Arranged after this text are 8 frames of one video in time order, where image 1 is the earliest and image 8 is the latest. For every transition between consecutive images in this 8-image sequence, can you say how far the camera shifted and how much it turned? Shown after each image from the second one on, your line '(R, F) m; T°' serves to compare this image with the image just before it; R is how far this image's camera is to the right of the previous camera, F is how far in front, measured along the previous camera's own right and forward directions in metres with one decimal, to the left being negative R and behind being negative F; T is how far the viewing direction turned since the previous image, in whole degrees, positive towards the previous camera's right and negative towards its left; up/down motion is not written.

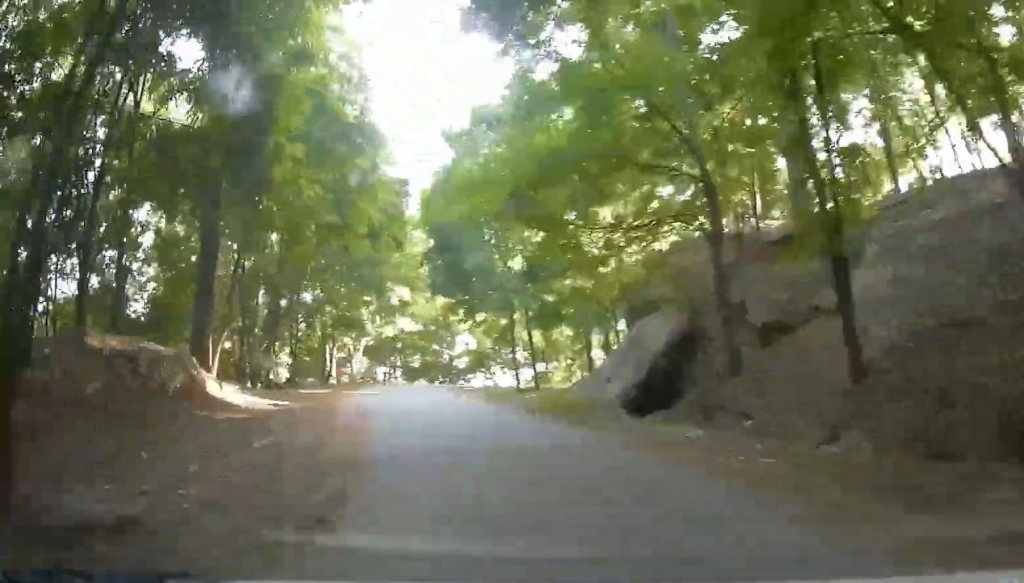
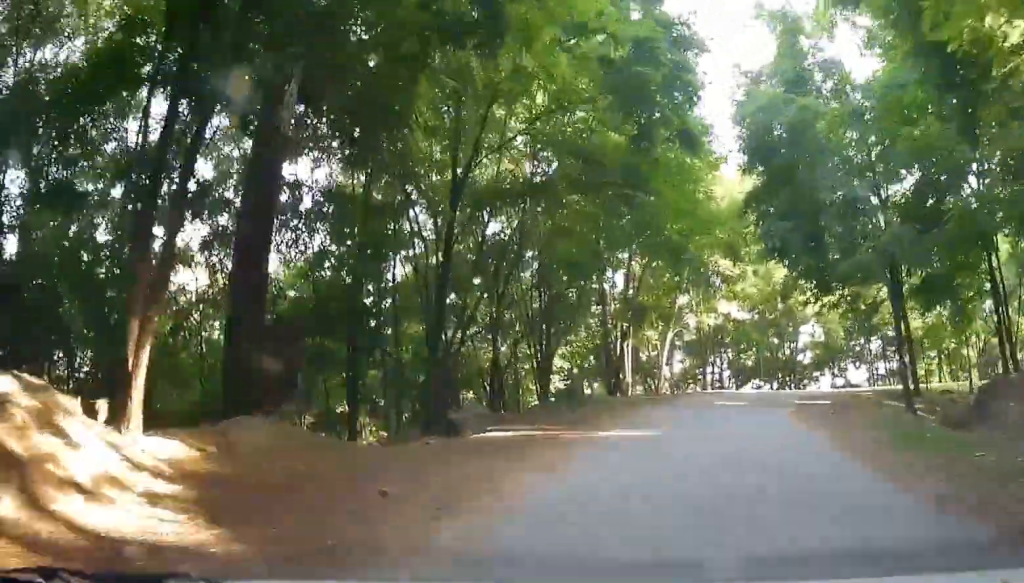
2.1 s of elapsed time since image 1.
(-3.1, +10.0) m; -26°
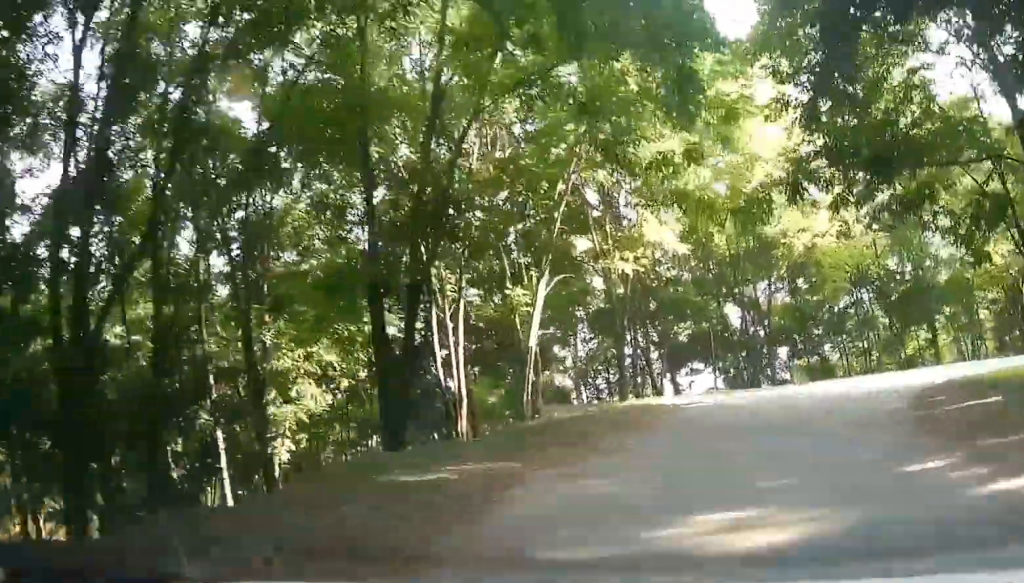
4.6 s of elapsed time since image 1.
(-1.8, +16.5) m; +10°
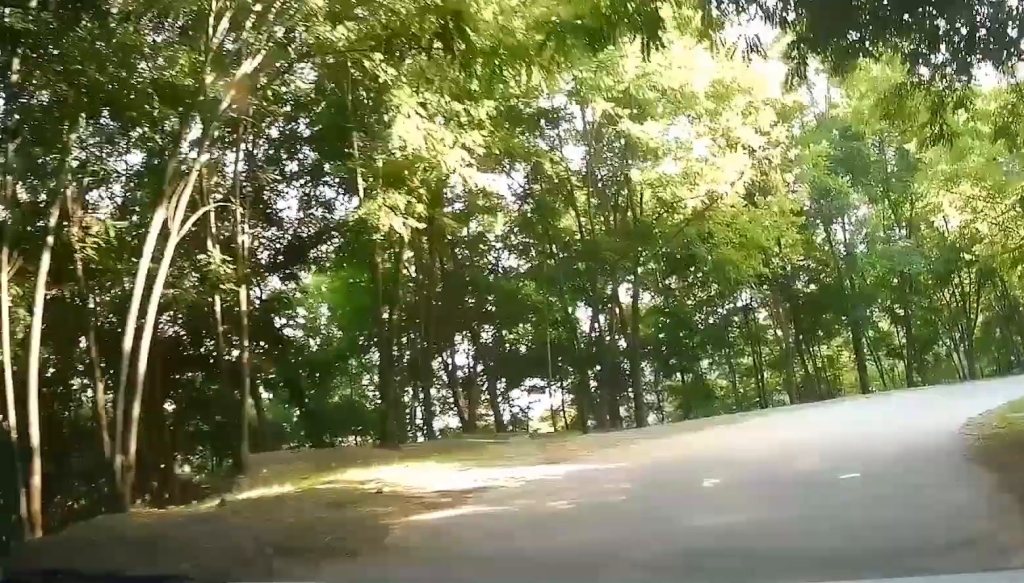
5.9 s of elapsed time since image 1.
(+0.6, +7.7) m; +16°
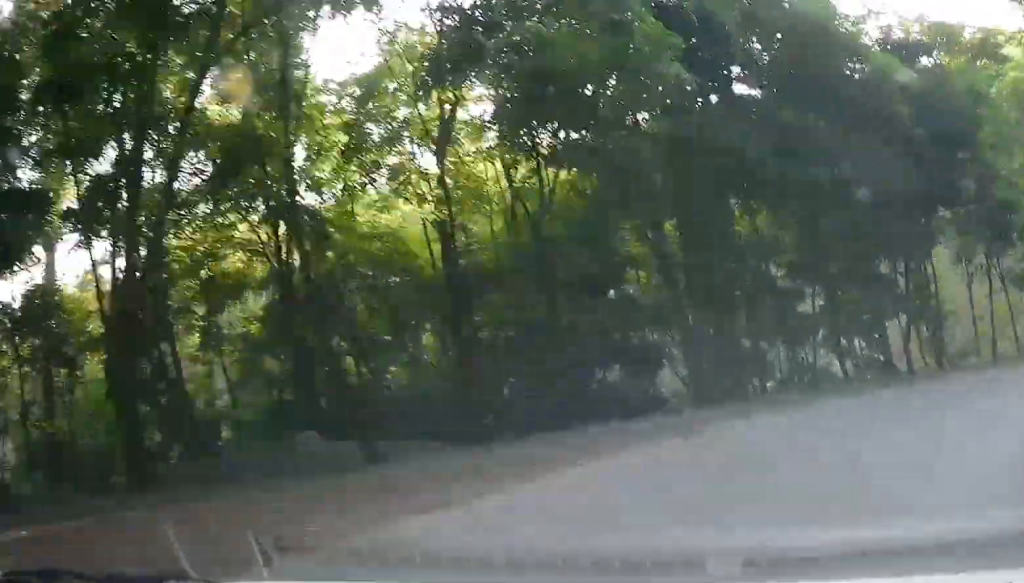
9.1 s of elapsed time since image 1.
(+6.7, +19.9) m; +22°
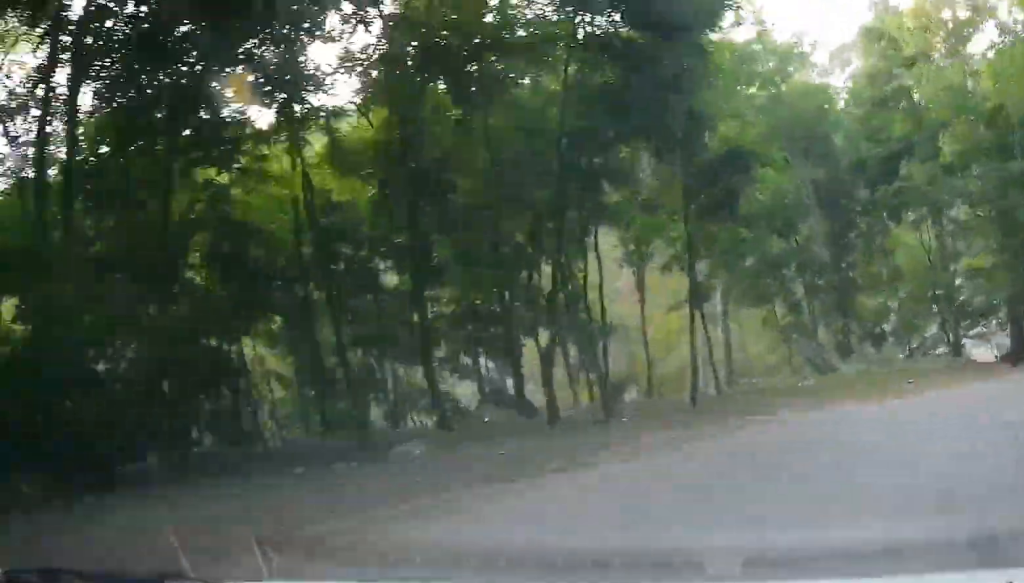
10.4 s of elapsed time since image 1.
(+0.4, +8.2) m; +21°
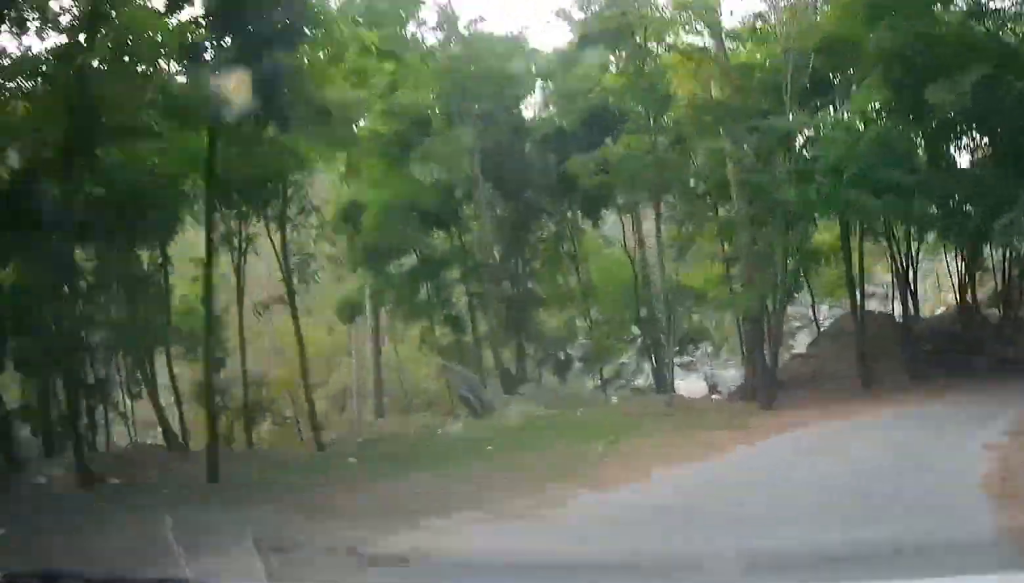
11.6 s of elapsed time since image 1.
(-0.6, +6.5) m; +25°
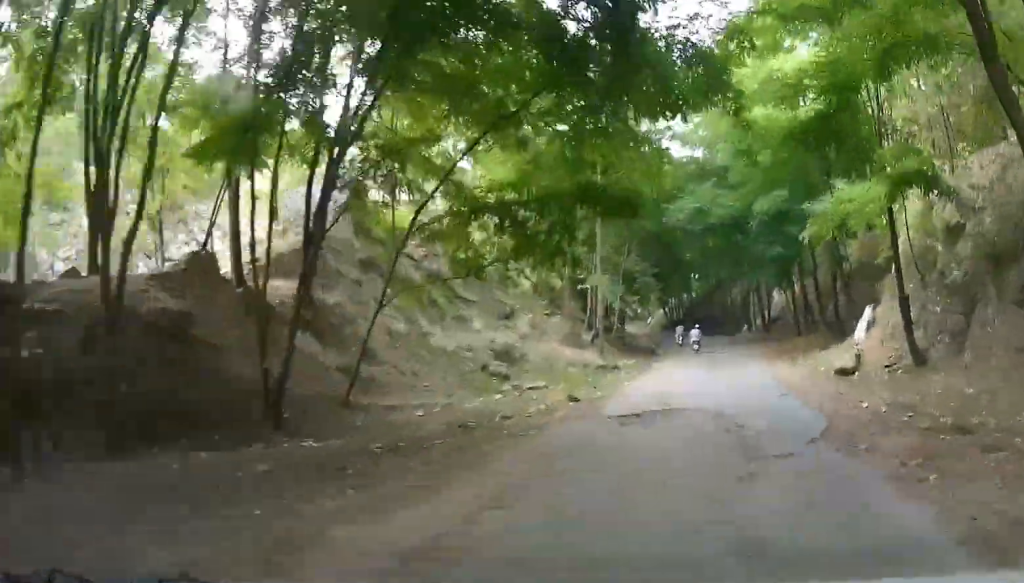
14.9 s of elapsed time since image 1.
(+14.0, +15.2) m; +61°
